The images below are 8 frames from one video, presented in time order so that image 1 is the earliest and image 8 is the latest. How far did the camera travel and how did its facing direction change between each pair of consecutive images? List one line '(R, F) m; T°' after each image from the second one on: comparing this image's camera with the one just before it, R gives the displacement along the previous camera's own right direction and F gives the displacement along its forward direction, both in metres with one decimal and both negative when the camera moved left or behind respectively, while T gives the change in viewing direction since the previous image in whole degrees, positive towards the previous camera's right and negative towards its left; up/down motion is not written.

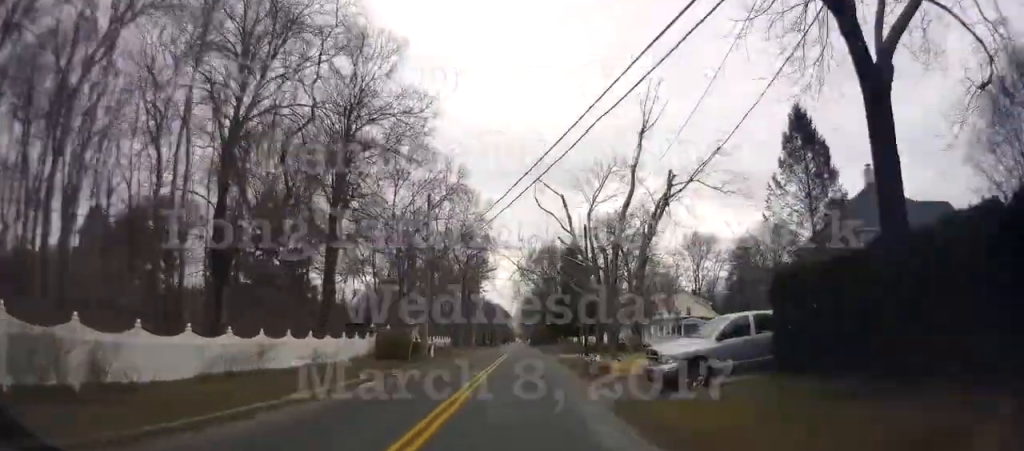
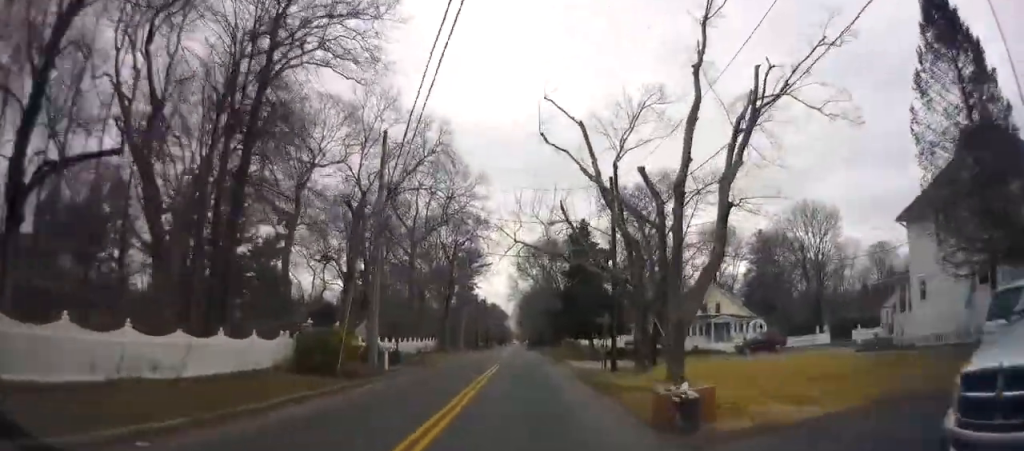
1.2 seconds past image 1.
(+0.2, +12.2) m; +1°
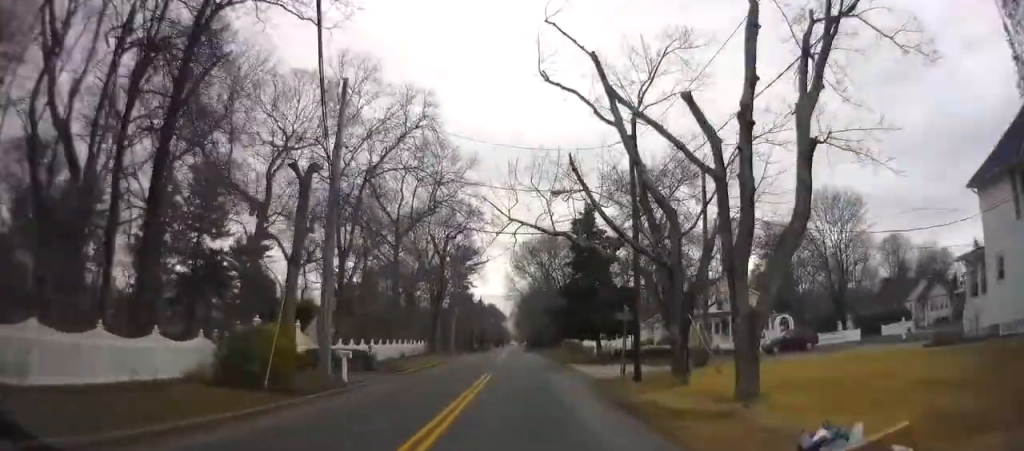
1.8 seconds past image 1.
(0.0, +5.8) m; 0°
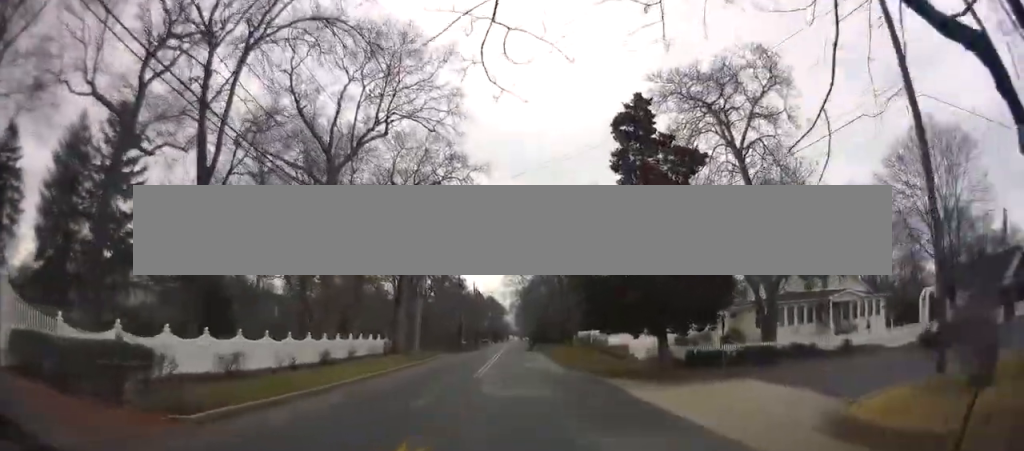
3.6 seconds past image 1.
(0.0, +18.7) m; 0°
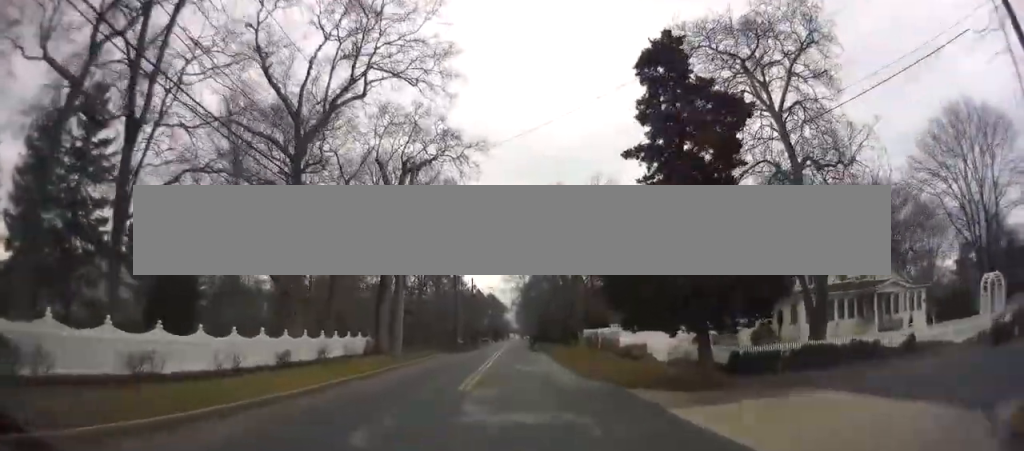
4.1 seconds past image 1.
(0.0, +5.1) m; 0°
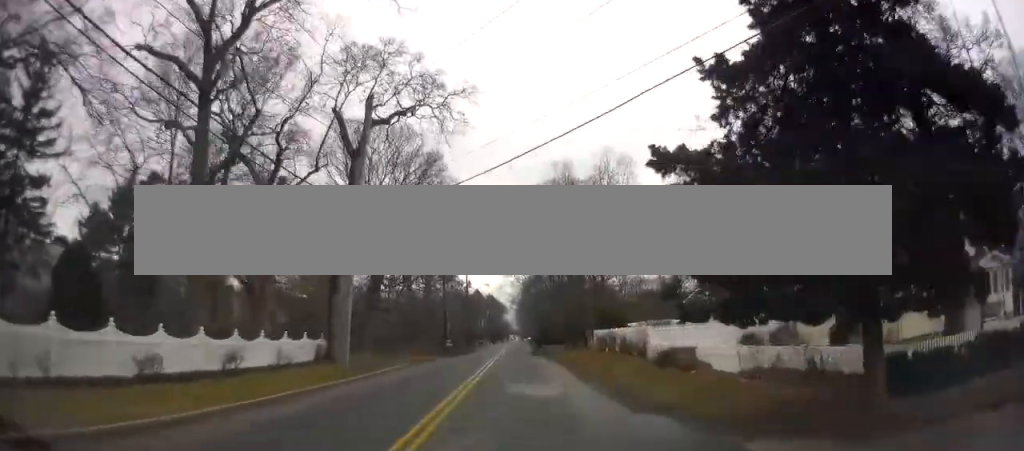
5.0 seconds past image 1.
(+0.1, +9.2) m; 0°
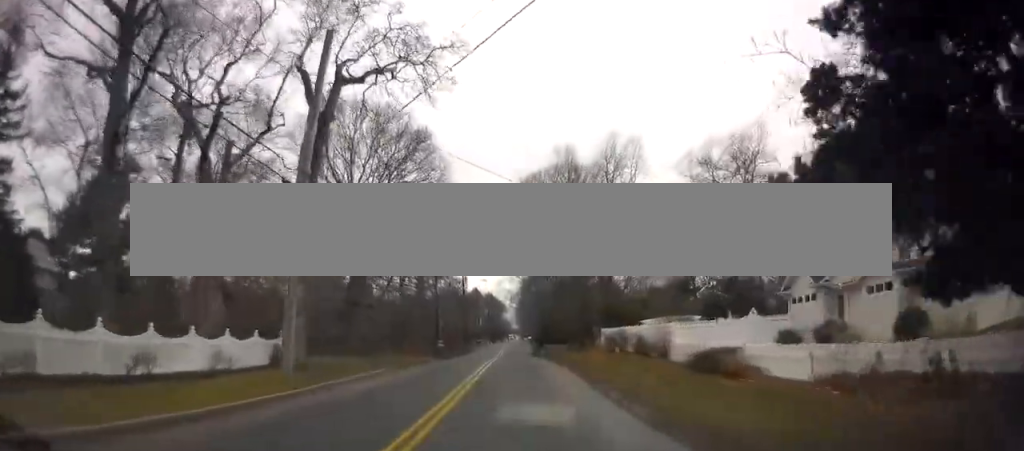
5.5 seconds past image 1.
(0.0, +5.1) m; 0°
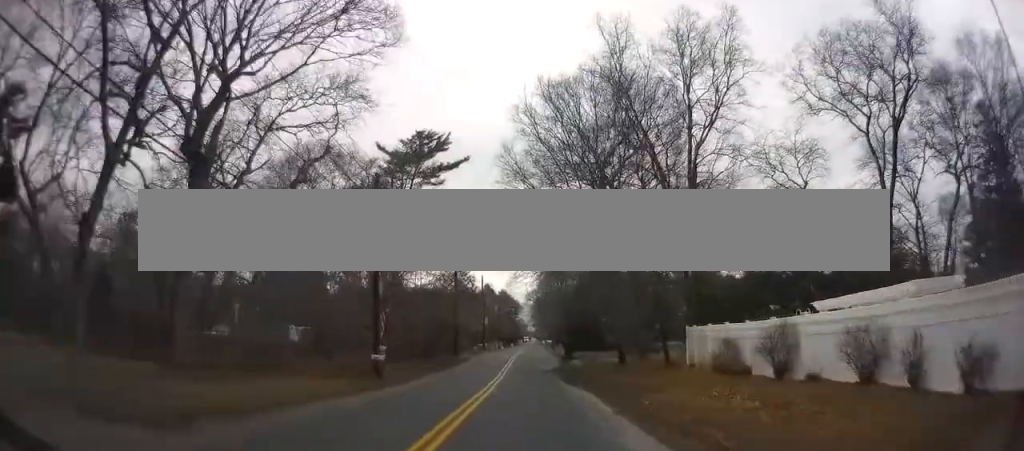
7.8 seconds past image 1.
(-0.6, +23.3) m; -3°
